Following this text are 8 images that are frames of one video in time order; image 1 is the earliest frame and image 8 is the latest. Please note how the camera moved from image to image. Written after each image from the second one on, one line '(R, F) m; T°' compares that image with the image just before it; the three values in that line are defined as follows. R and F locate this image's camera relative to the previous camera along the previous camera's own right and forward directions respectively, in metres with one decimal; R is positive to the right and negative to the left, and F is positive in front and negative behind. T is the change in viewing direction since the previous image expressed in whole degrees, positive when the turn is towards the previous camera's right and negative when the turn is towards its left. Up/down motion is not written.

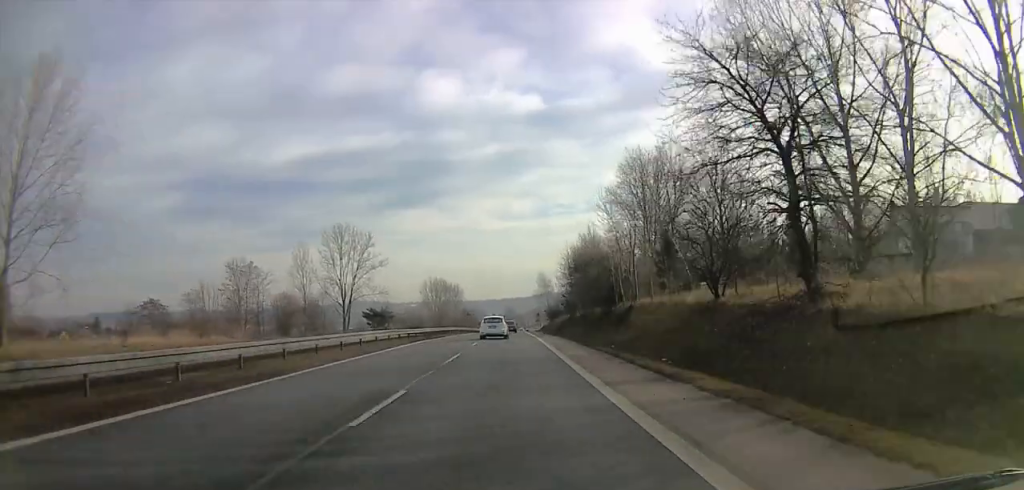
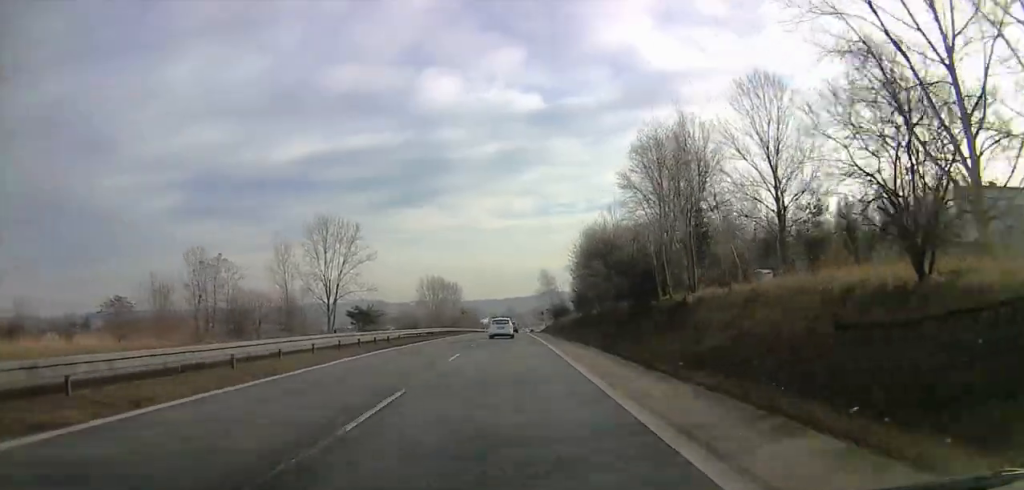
(0.0, +11.0) m; -1°
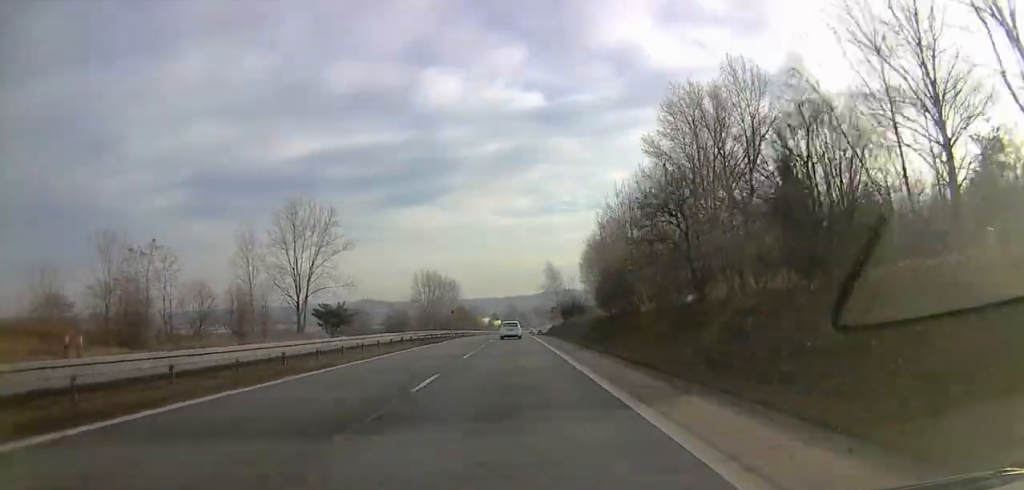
(-0.4, +16.5) m; -1°
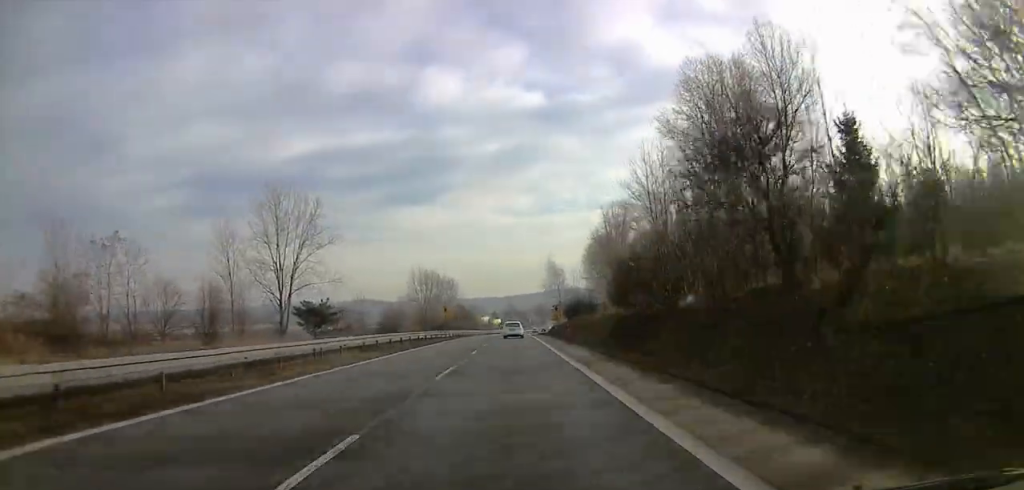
(0.0, +7.5) m; 0°
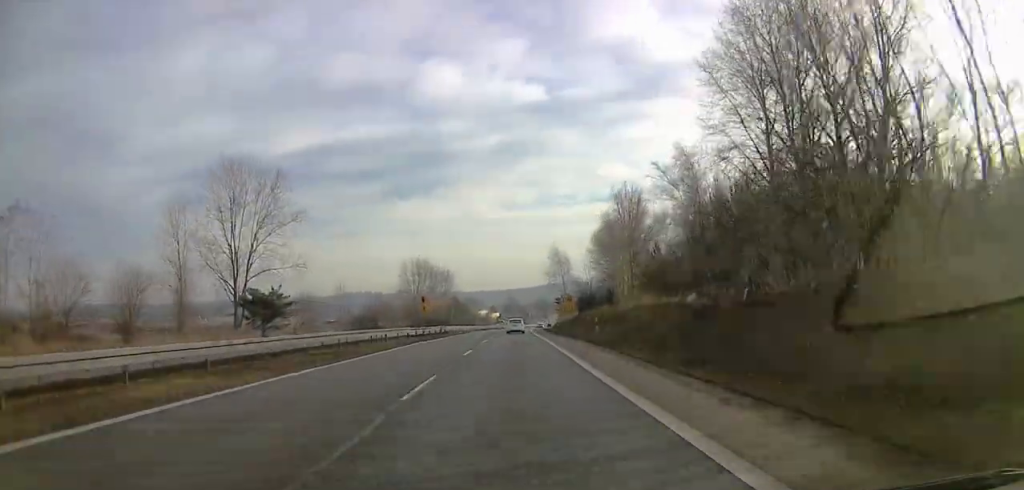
(0.0, +16.5) m; +1°
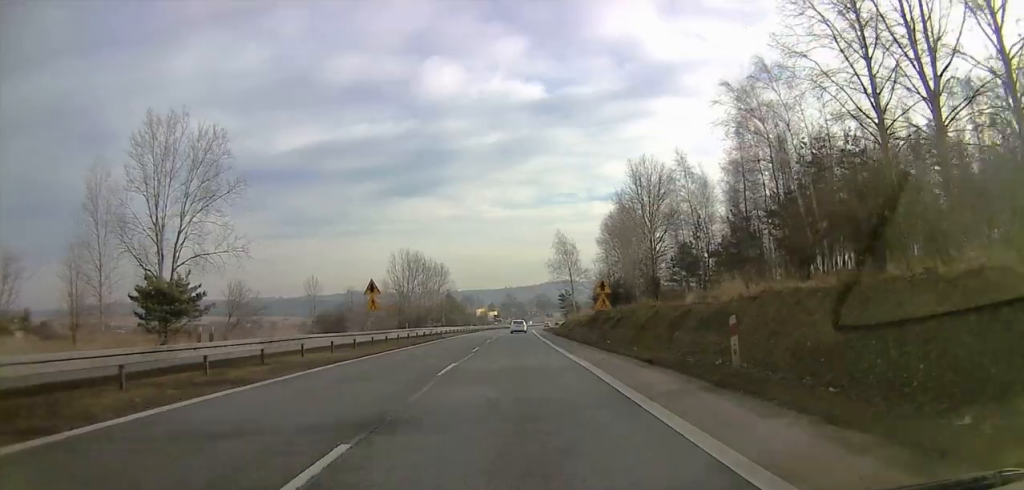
(+0.2, +18.2) m; +2°
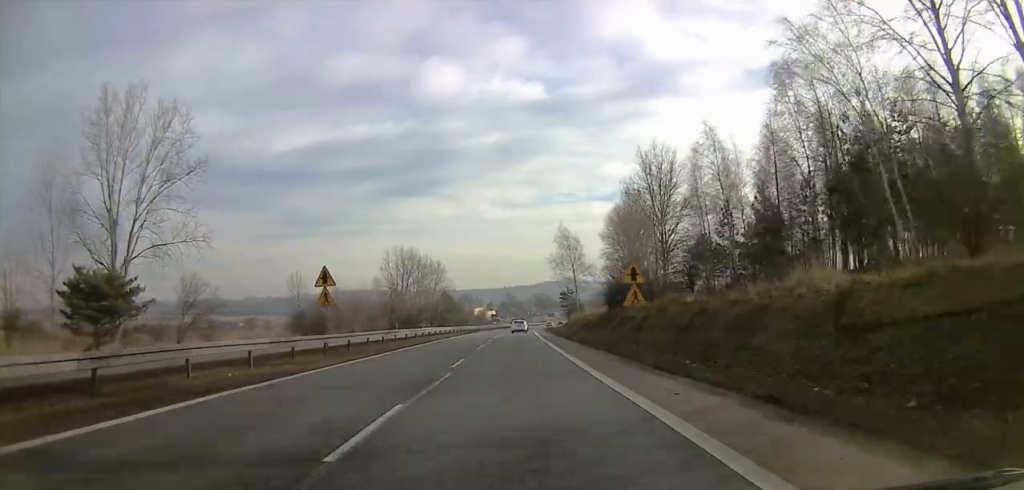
(+0.1, +8.6) m; +1°
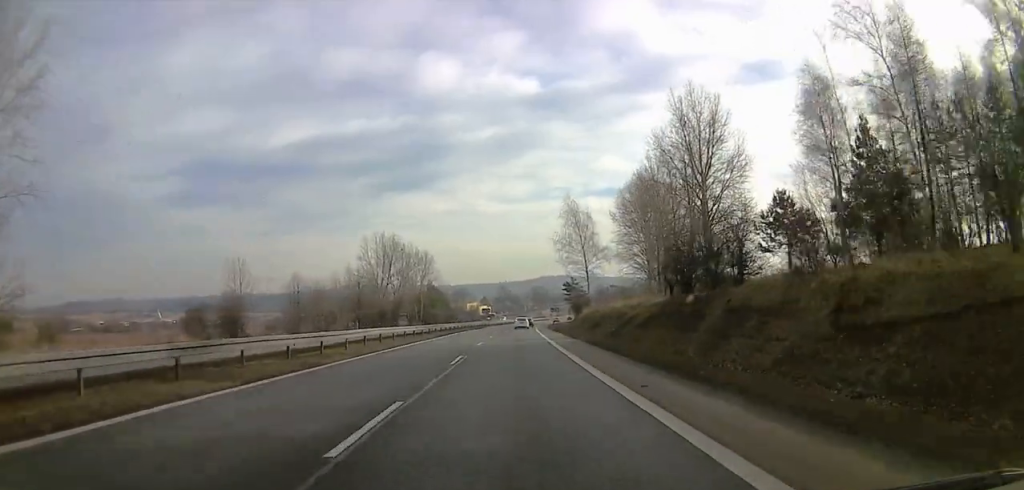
(+0.1, +23.5) m; 0°
